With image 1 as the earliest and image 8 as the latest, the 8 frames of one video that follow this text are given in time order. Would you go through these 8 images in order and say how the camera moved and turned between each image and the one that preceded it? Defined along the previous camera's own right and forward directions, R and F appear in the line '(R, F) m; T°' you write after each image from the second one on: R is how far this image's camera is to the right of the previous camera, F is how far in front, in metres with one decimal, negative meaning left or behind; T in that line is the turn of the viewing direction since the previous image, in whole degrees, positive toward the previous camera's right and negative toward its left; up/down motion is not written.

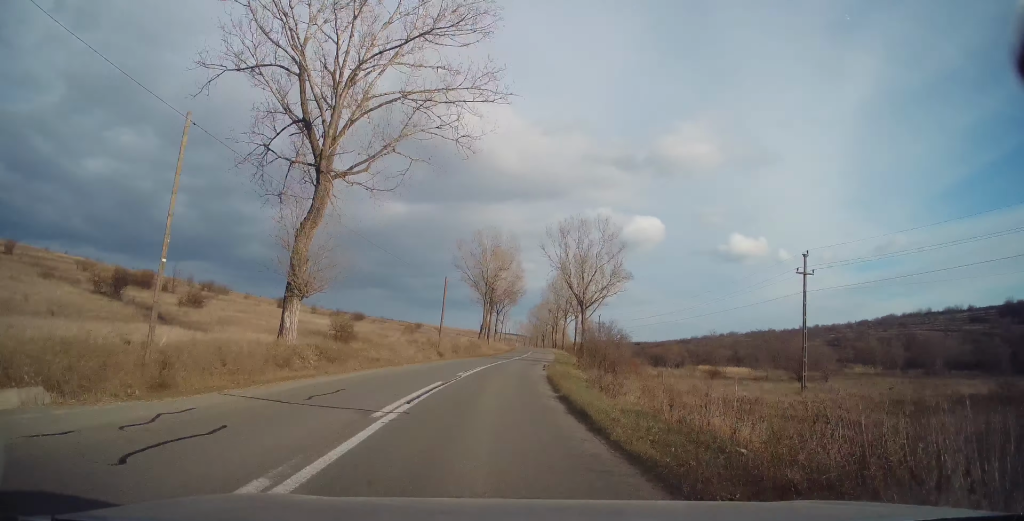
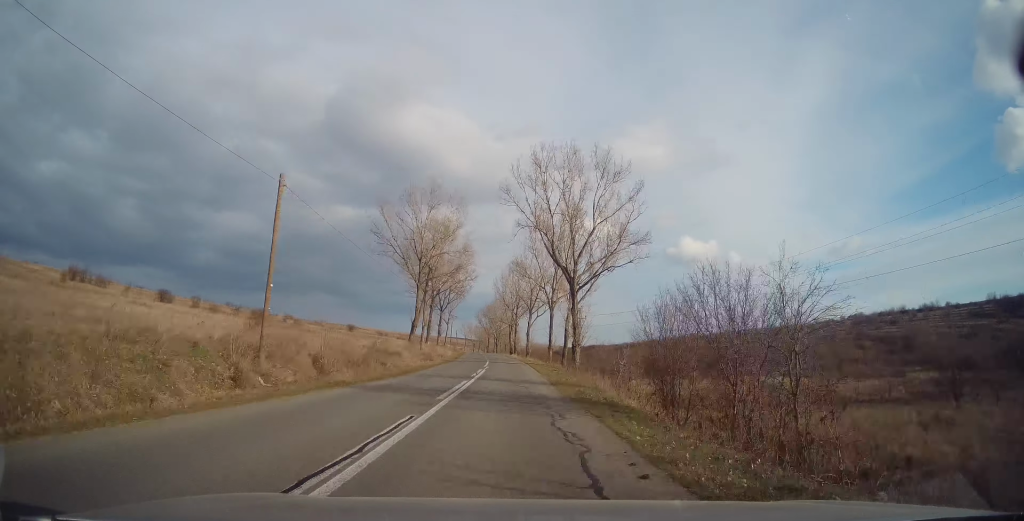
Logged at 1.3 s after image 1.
(+1.1, +29.2) m; +5°
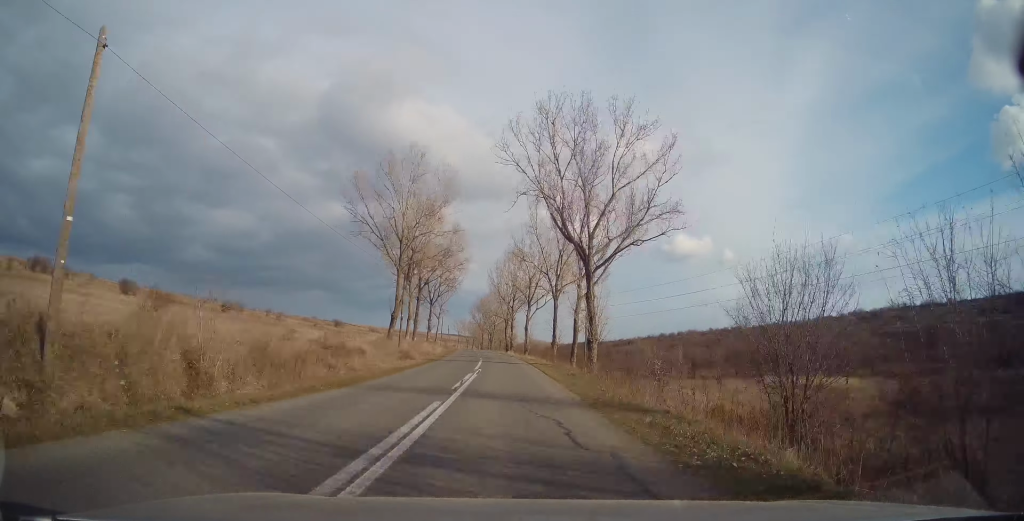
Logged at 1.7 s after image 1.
(+0.4, +9.7) m; +1°
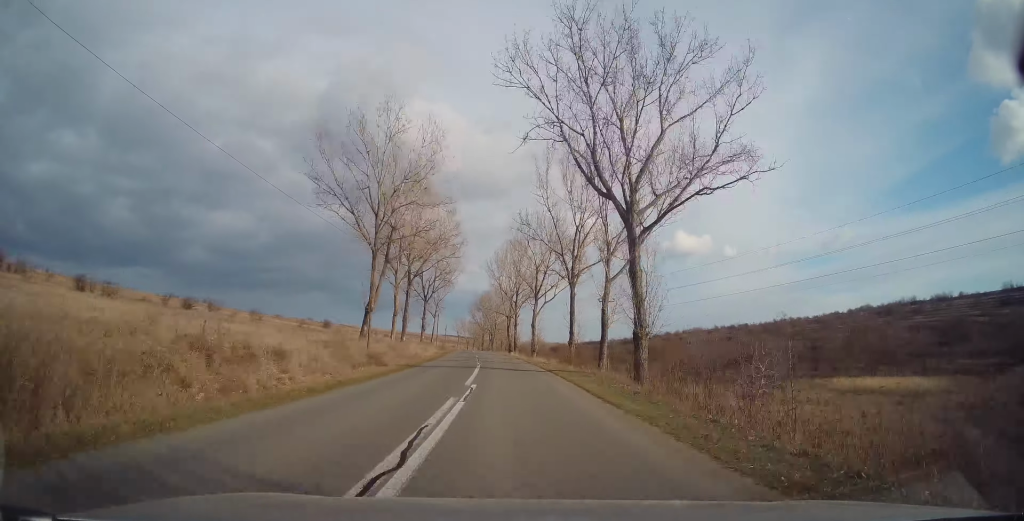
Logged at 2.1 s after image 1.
(+0.2, +11.0) m; +1°
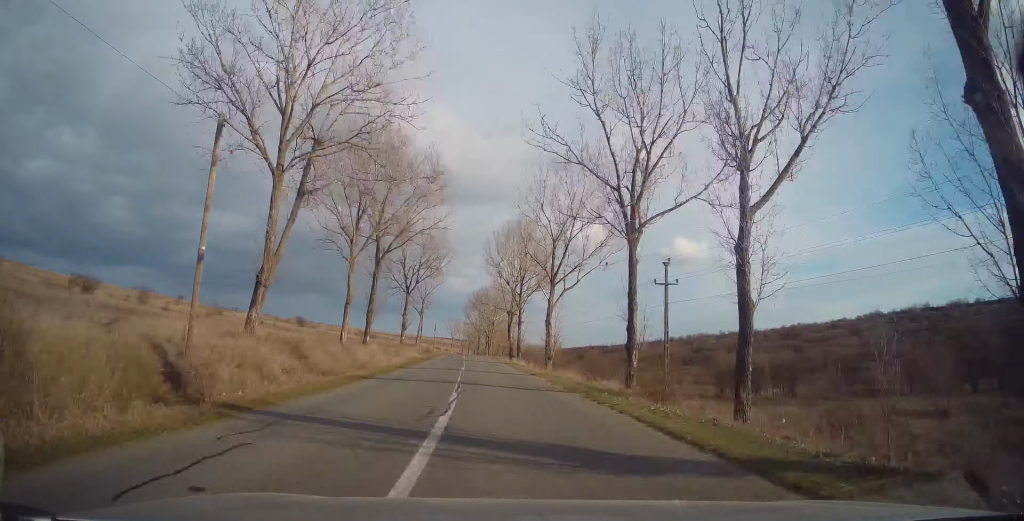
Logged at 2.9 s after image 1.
(-0.1, +20.0) m; 0°
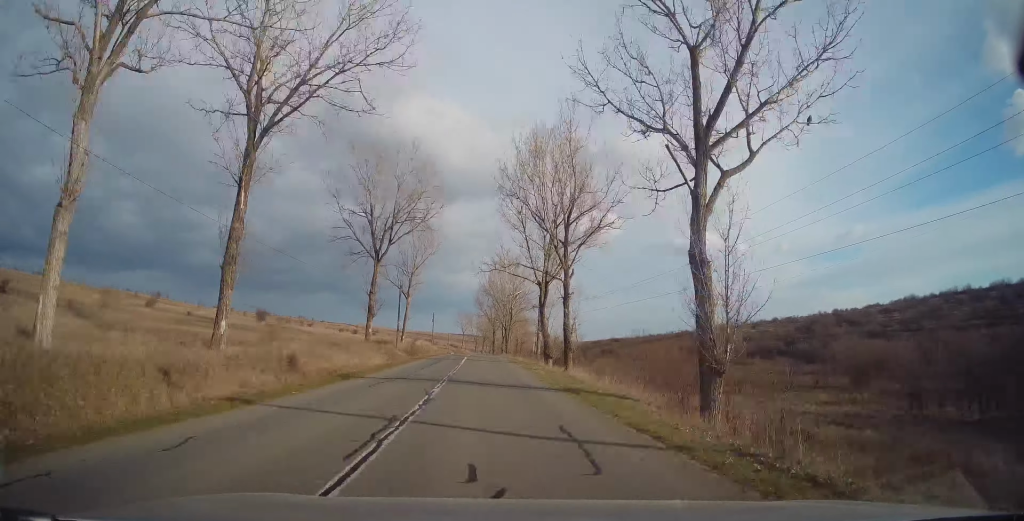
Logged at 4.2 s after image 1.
(0.0, +30.8) m; -1°
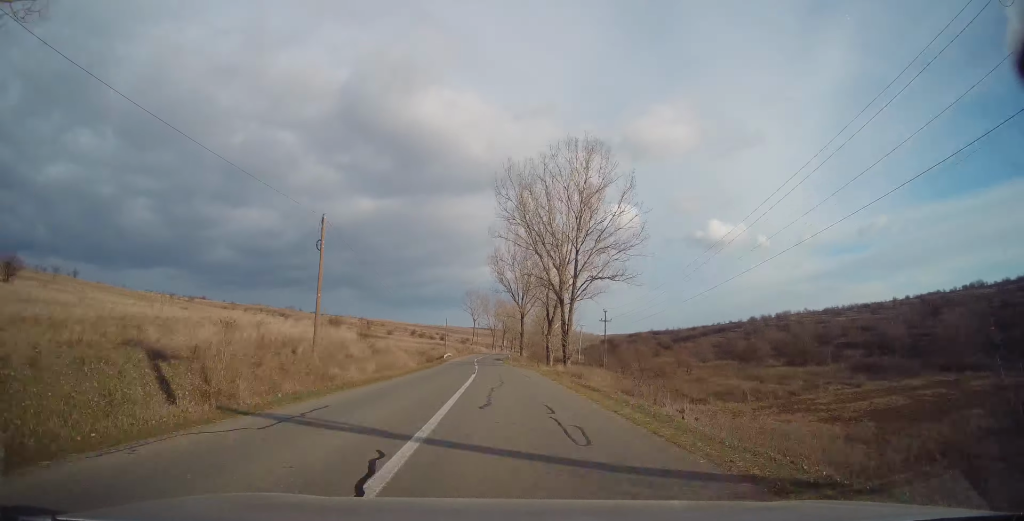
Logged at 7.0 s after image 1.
(-1.5, +64.7) m; -1°
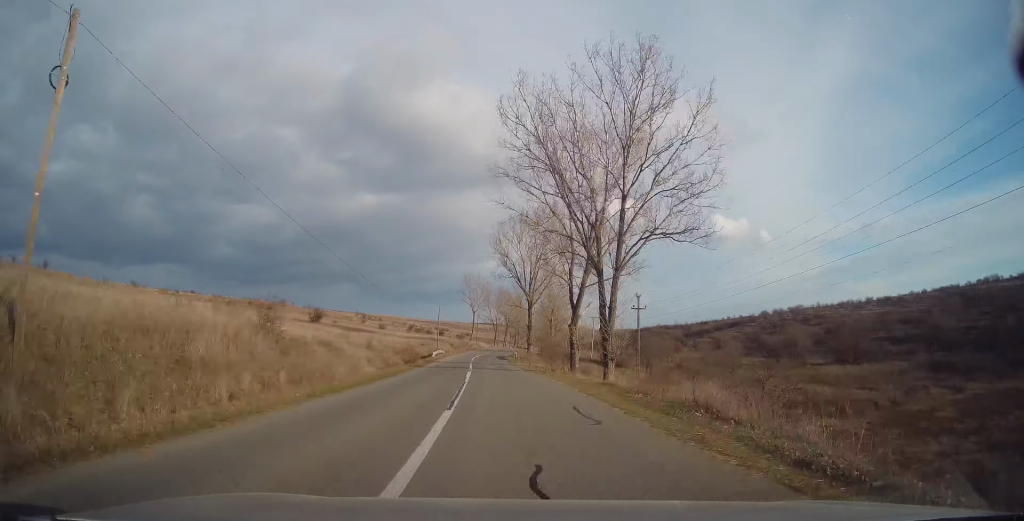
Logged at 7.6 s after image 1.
(0.0, +15.6) m; -1°
